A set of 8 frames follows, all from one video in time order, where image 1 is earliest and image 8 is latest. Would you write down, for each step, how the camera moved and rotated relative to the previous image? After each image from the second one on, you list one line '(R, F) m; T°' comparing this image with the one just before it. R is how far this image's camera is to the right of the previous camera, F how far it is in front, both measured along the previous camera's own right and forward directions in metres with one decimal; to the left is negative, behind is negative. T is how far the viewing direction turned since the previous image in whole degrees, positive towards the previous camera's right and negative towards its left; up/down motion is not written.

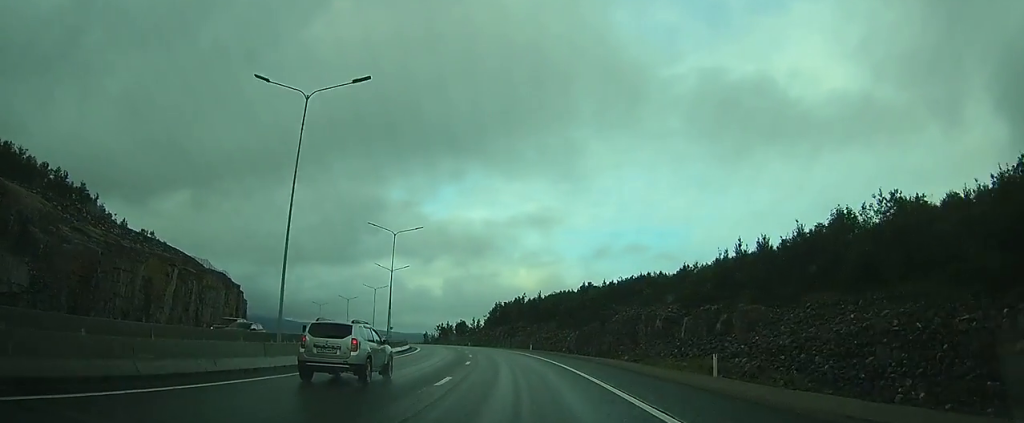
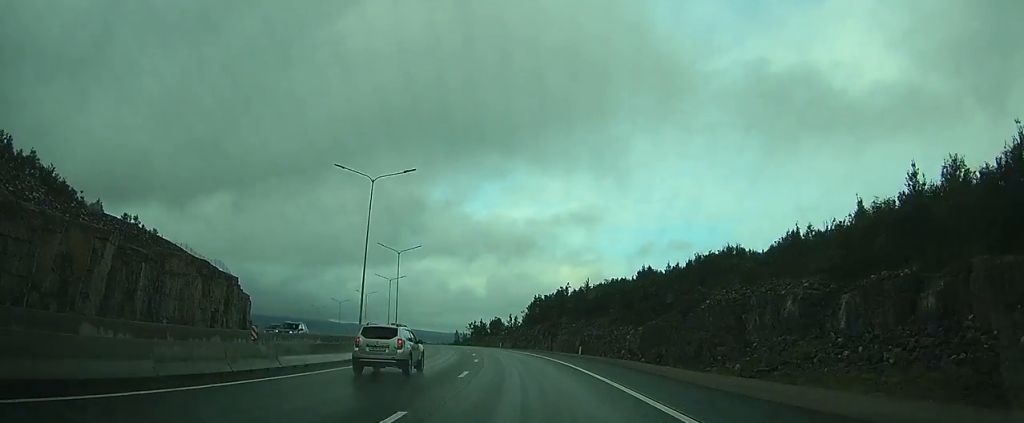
(-1.2, +21.6) m; -6°
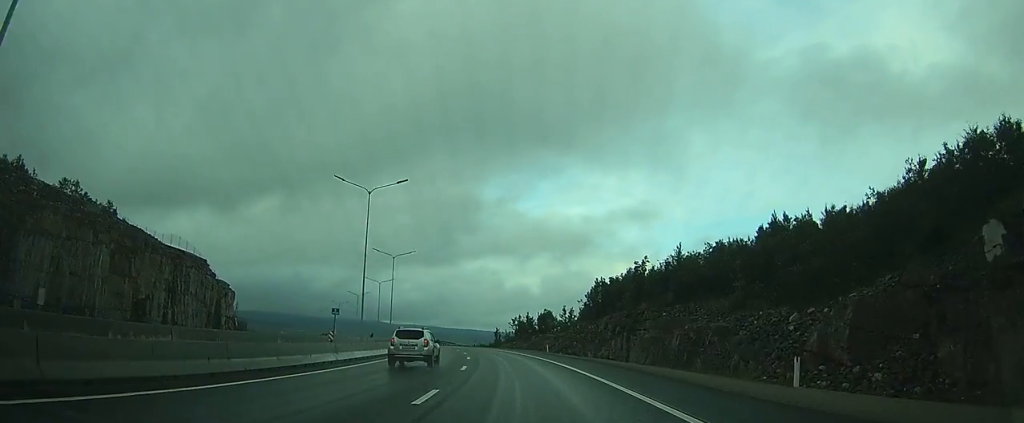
(-2.2, +32.7) m; -6°
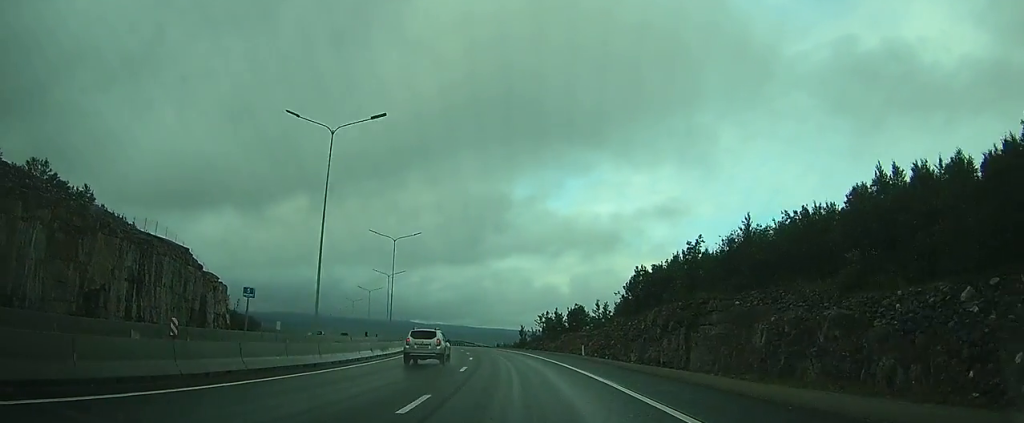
(-0.2, +13.4) m; -2°
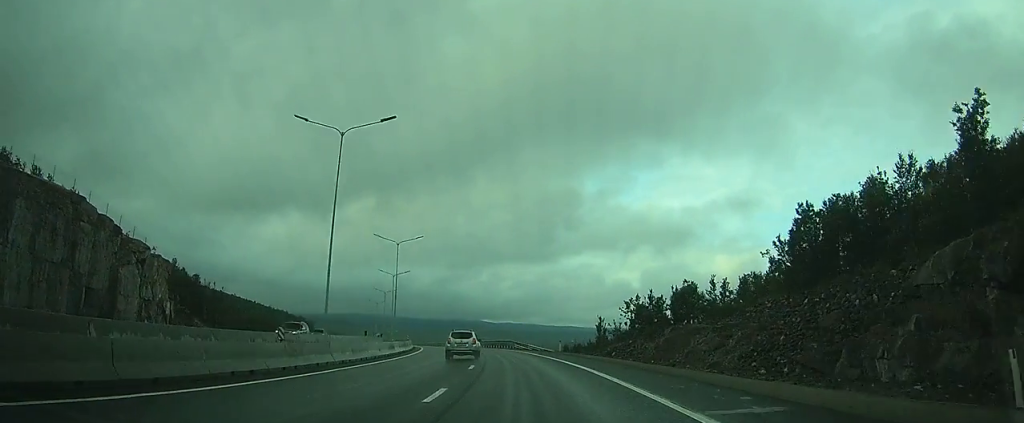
(-1.4, +34.3) m; -5°
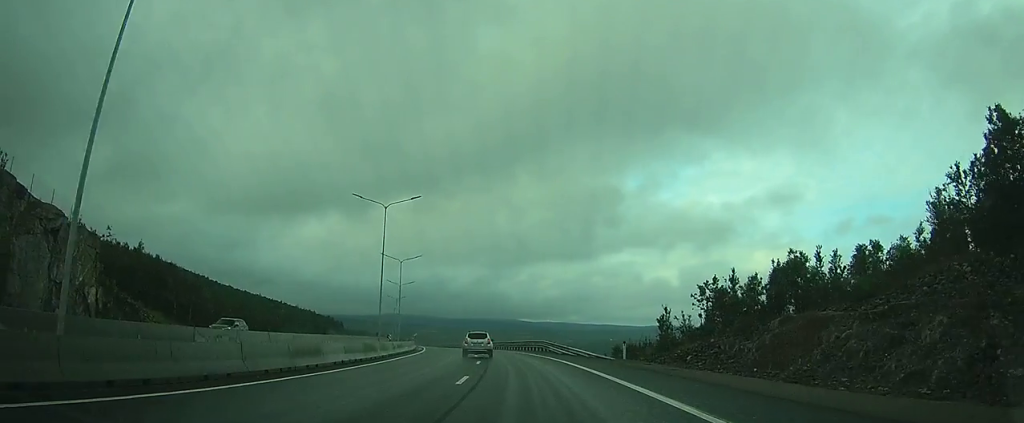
(-0.5, +18.8) m; -4°
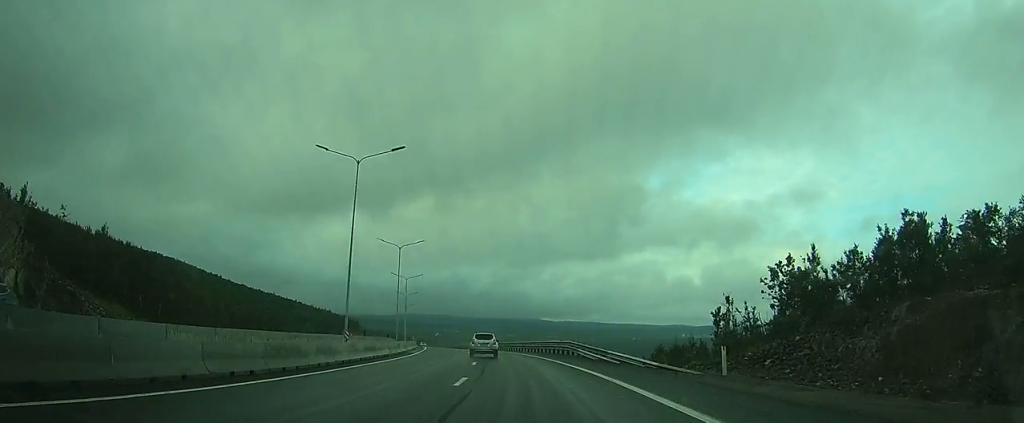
(-0.6, +12.3) m; -2°
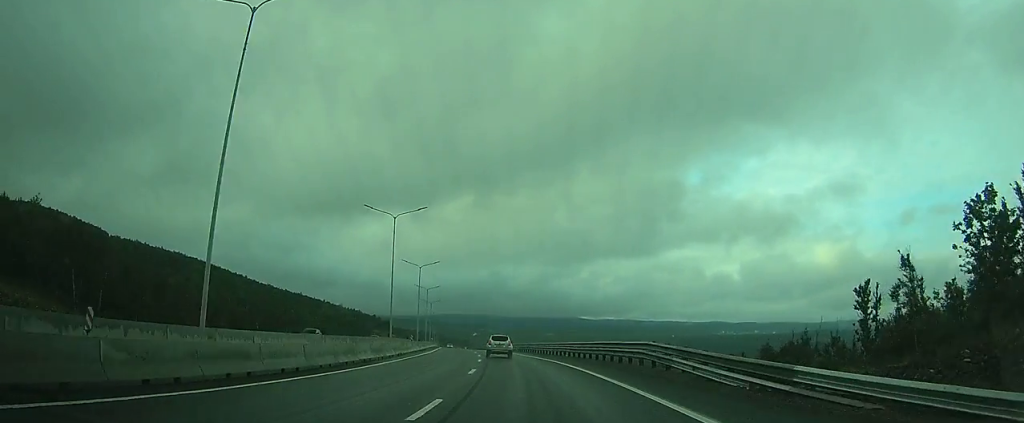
(-0.1, +17.6) m; -3°
